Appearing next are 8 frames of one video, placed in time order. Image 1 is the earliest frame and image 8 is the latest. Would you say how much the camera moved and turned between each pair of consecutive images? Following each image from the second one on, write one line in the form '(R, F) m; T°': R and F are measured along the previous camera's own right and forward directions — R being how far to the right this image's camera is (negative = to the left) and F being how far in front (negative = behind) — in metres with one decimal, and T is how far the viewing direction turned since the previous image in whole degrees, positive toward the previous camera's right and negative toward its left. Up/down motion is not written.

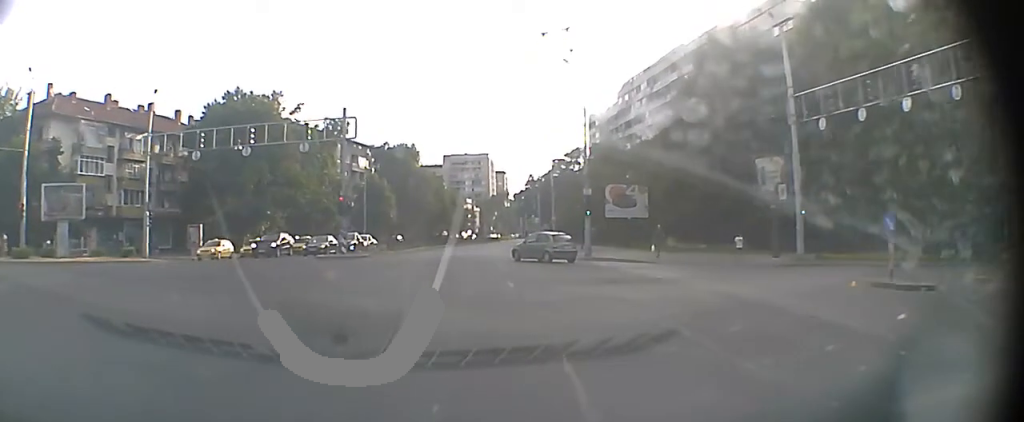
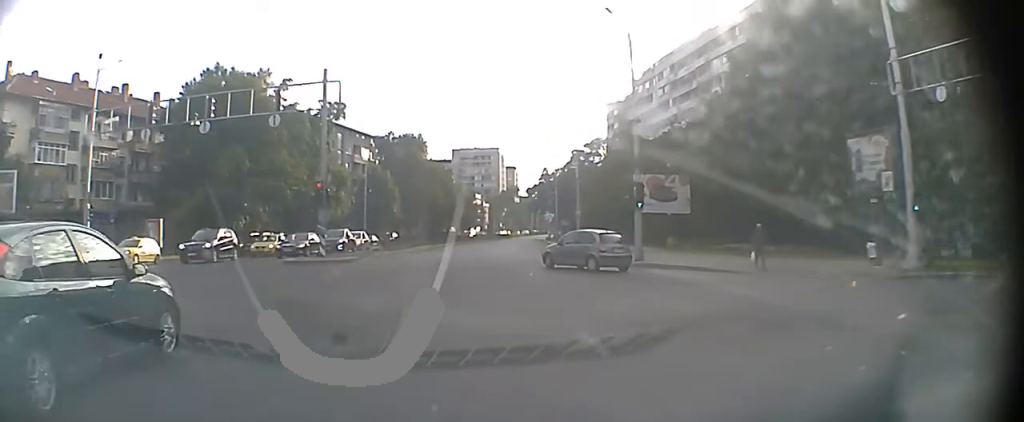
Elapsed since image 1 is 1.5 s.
(+0.1, +7.4) m; +1°
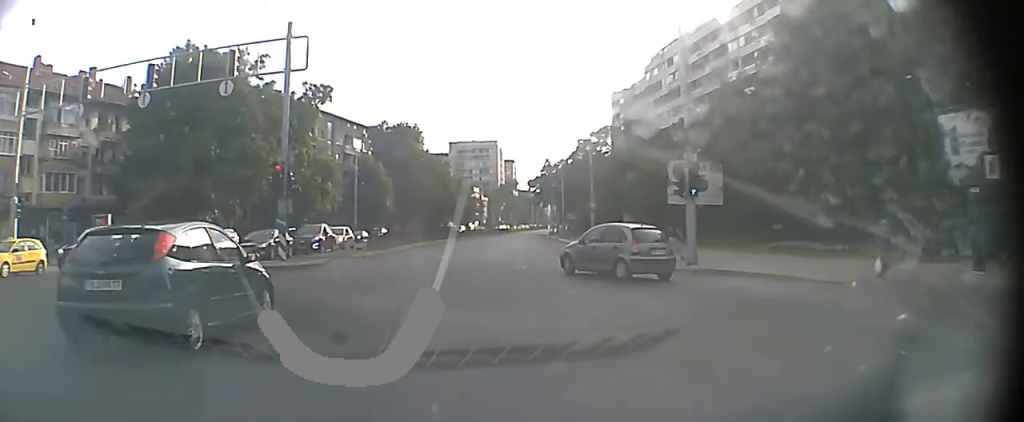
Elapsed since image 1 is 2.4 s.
(0.0, +5.3) m; 0°
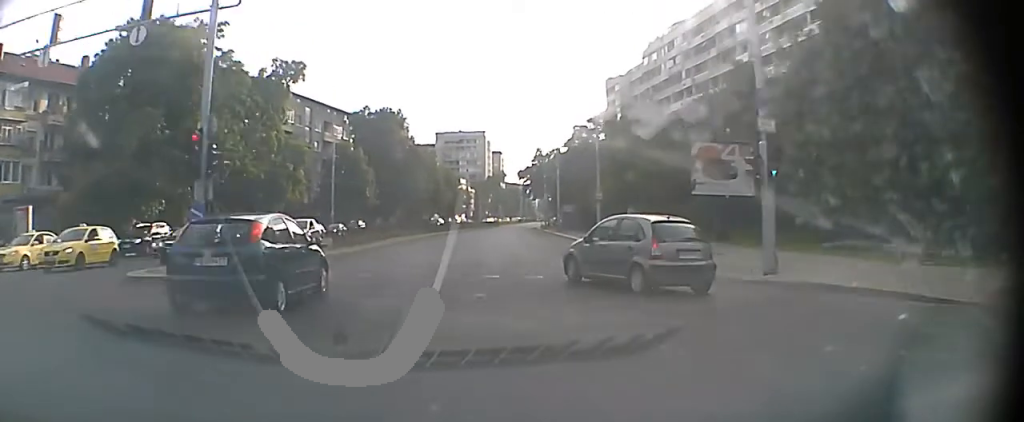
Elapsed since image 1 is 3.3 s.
(-0.1, +6.8) m; -2°
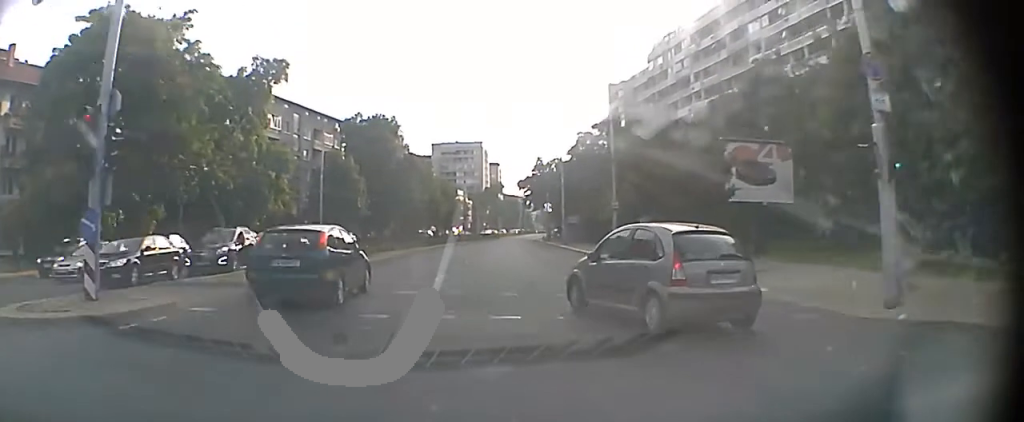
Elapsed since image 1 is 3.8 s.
(0.0, +3.8) m; -1°
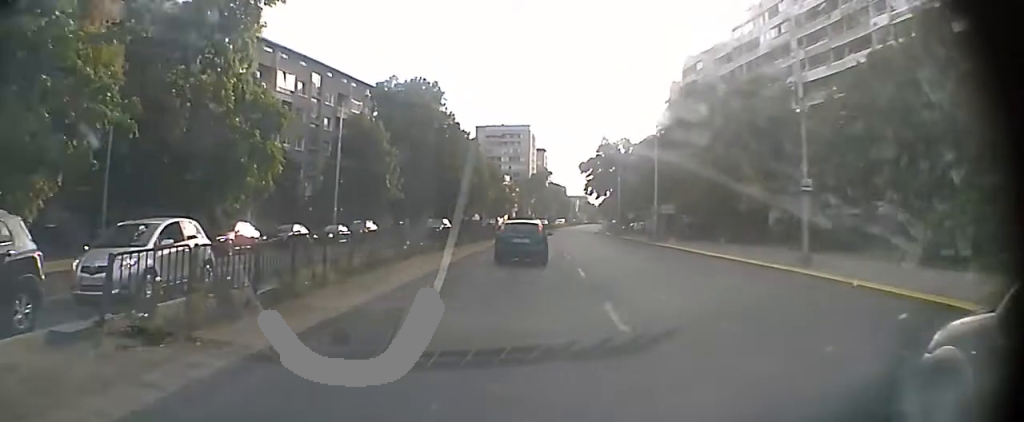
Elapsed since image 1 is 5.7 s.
(-0.5, +17.7) m; -2°
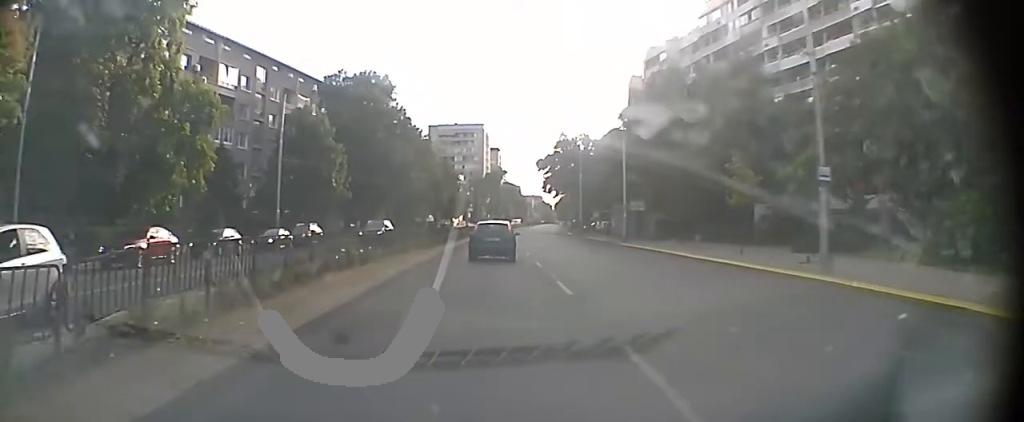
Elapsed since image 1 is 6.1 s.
(0.0, +4.2) m; 0°
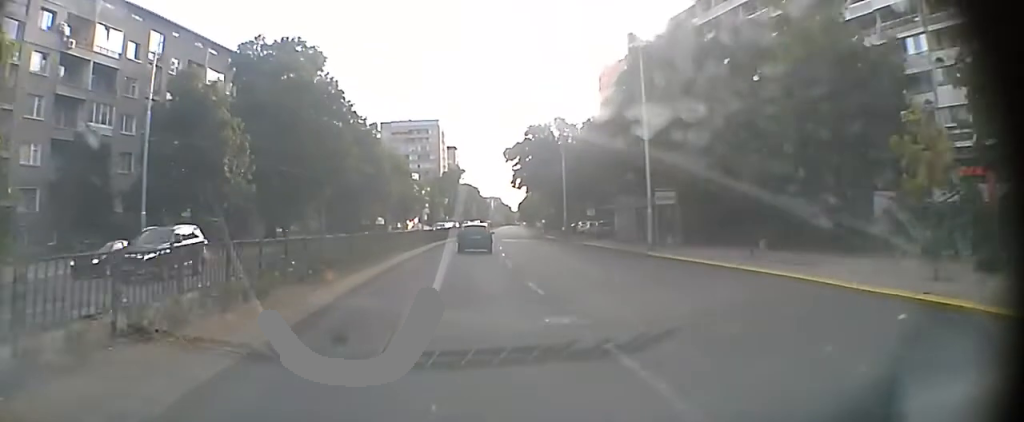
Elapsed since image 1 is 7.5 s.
(+0.3, +17.6) m; +3°
